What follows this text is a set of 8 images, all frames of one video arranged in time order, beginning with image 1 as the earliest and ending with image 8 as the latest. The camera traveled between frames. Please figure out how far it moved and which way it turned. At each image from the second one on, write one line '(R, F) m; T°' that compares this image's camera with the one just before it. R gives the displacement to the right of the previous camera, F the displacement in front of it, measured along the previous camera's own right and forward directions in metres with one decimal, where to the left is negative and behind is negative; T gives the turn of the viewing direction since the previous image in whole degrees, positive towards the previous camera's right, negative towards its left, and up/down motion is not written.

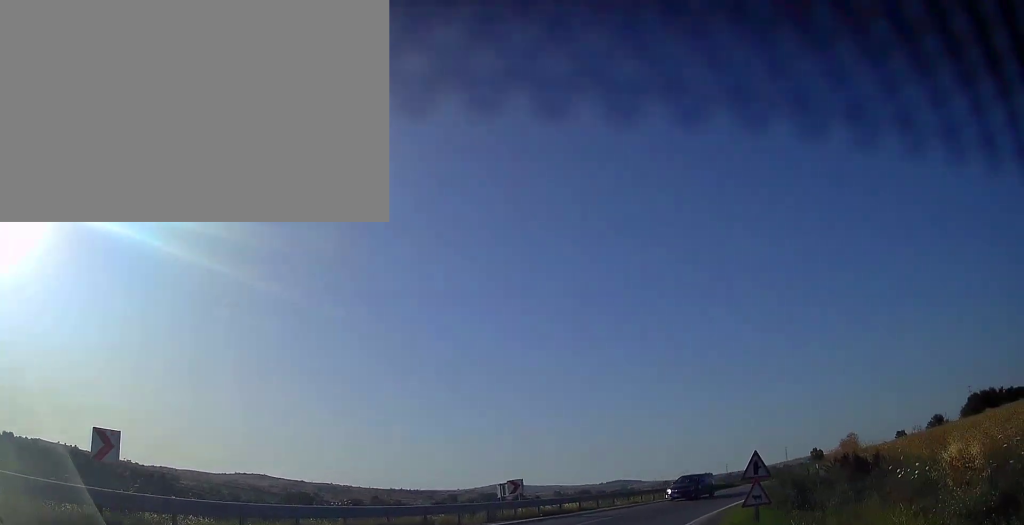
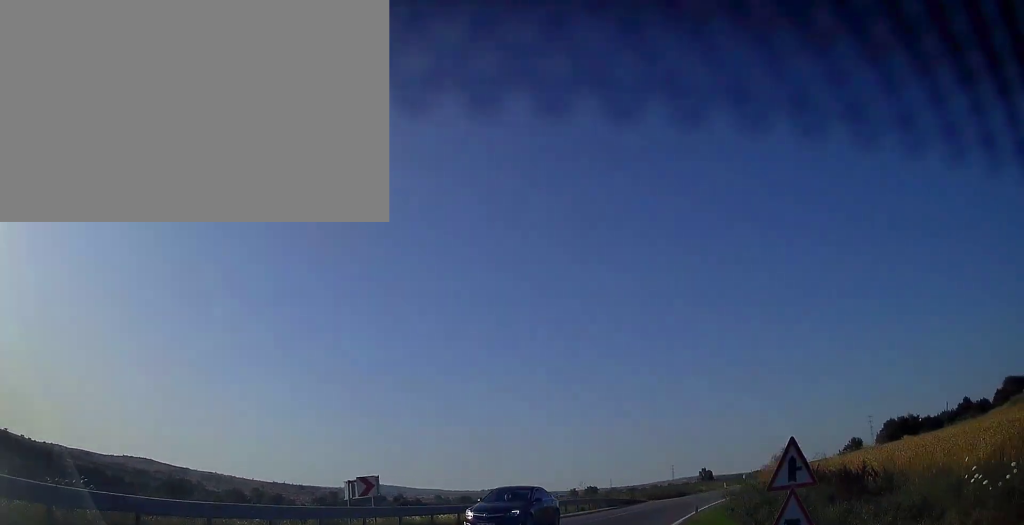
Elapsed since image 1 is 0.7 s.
(+0.4, +7.9) m; +11°
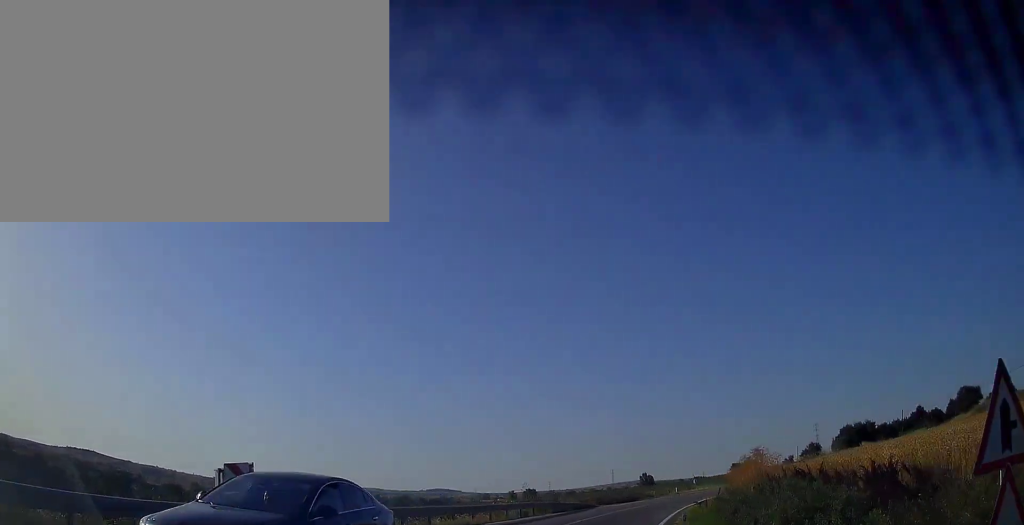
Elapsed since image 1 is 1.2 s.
(+0.7, +5.1) m; +6°
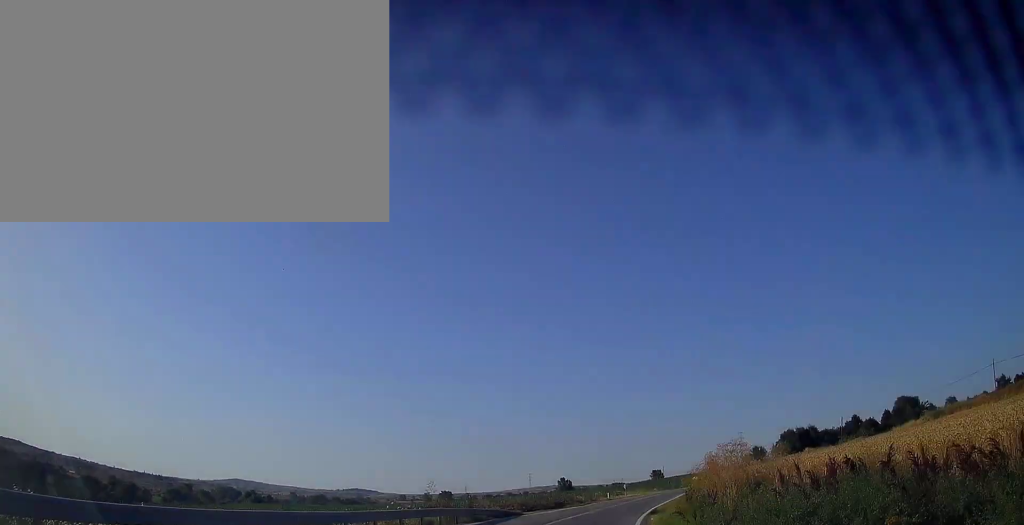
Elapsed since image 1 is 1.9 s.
(+0.7, +8.1) m; +9°
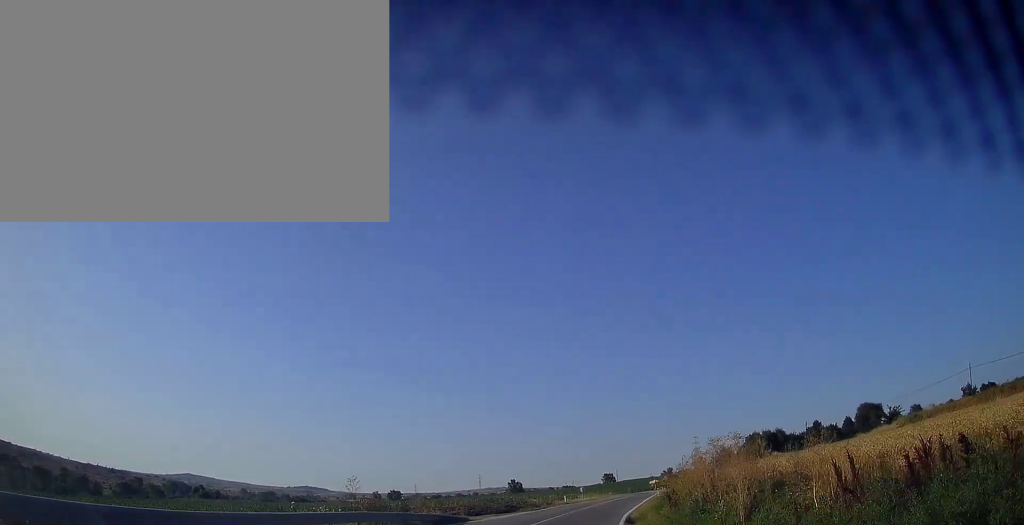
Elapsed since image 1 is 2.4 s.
(+0.4, +5.6) m; +5°
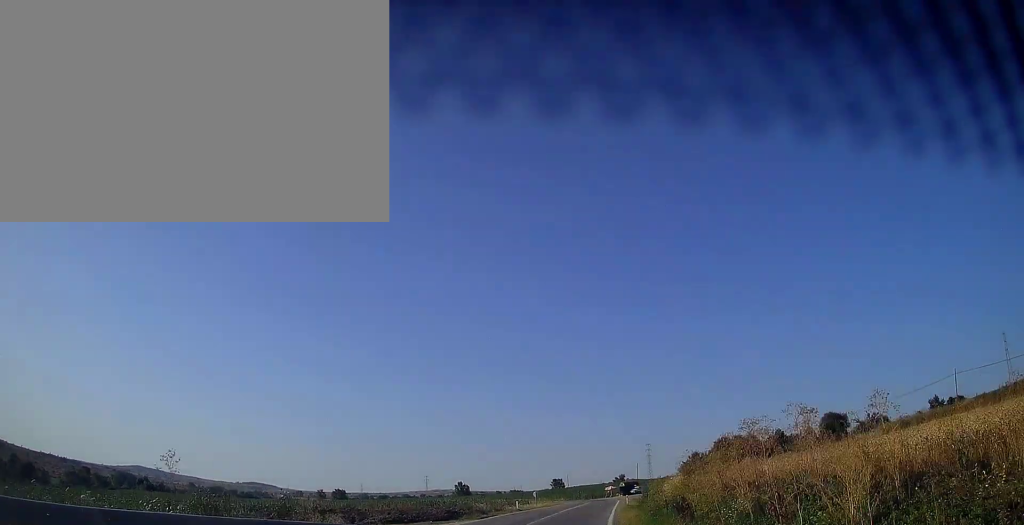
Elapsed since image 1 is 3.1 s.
(+0.6, +8.4) m; +6°
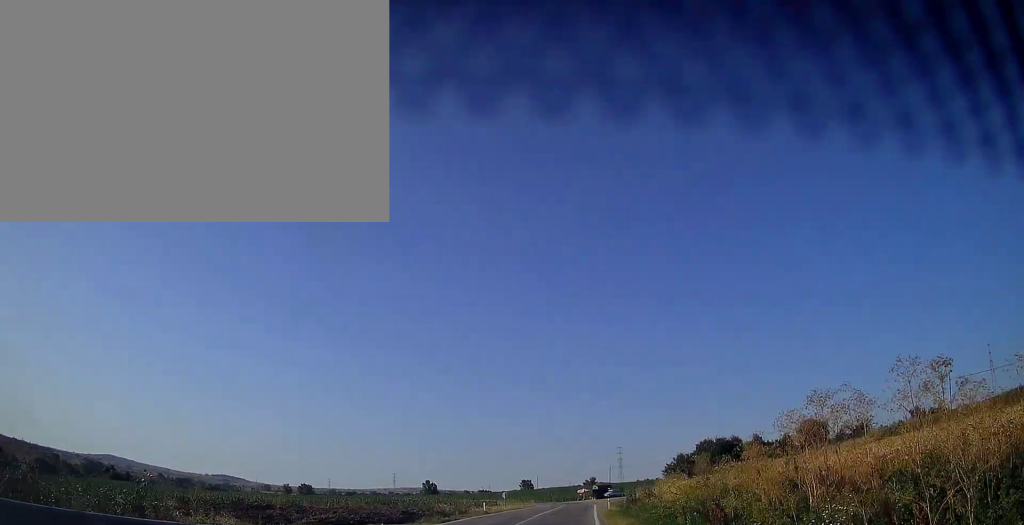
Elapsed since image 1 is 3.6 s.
(+0.1, +5.5) m; +3°
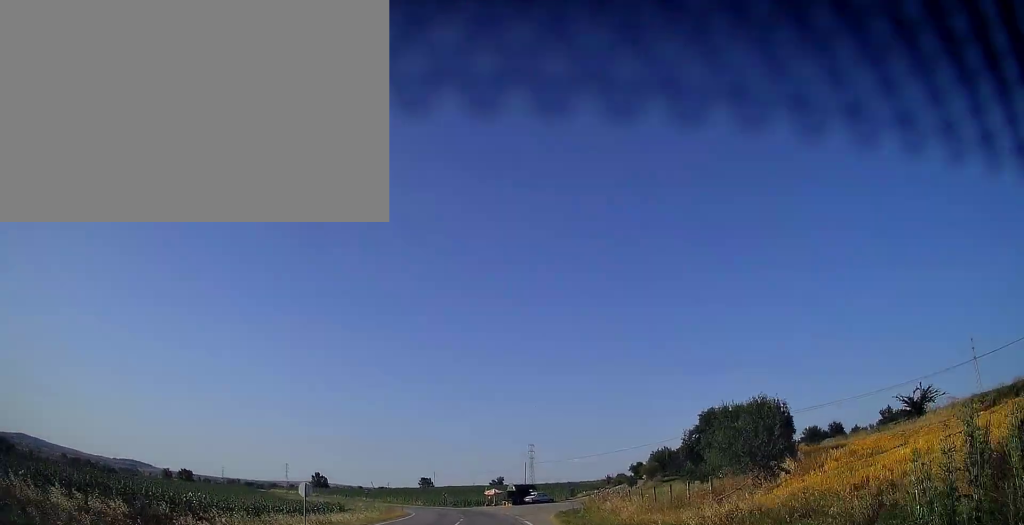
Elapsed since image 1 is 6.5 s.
(+4.4, +36.8) m; +11°
